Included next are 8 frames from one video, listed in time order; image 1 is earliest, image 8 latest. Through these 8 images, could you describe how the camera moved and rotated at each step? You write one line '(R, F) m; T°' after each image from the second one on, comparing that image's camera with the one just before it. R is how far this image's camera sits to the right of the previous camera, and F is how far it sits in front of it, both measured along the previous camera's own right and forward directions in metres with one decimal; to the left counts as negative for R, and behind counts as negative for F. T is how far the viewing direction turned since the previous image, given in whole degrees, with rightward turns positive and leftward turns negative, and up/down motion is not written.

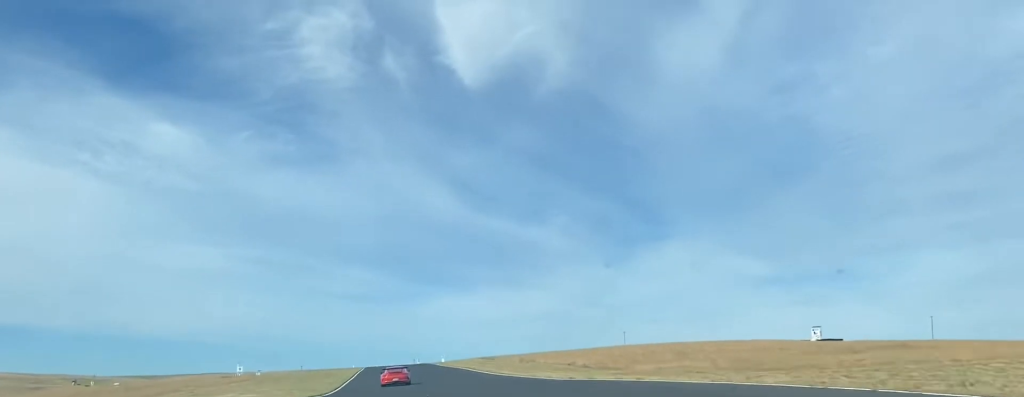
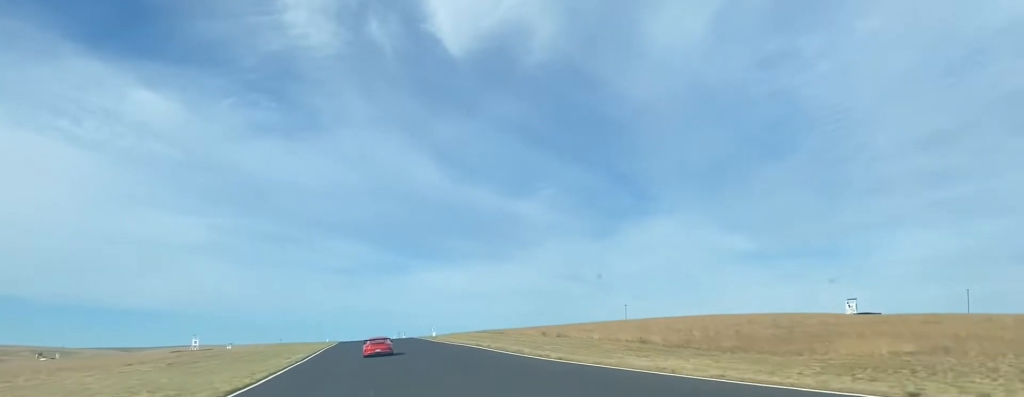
(+0.1, +29.8) m; -1°
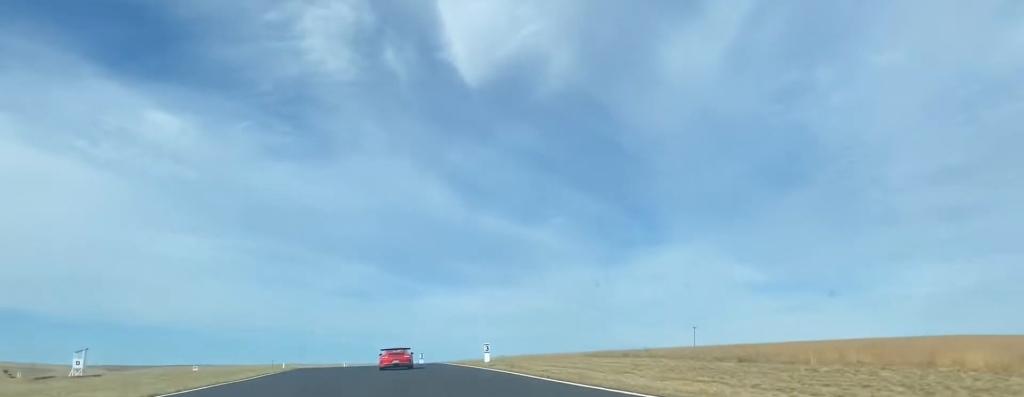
(-1.7, +68.8) m; -2°
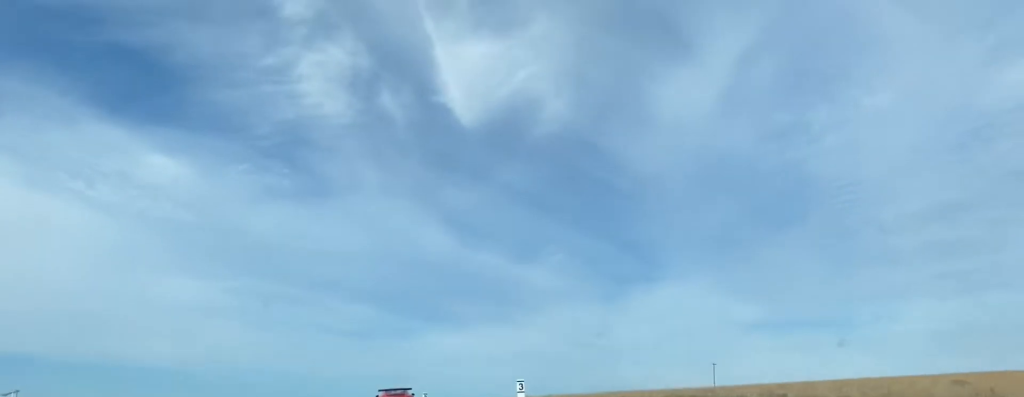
(-0.1, +18.3) m; 0°
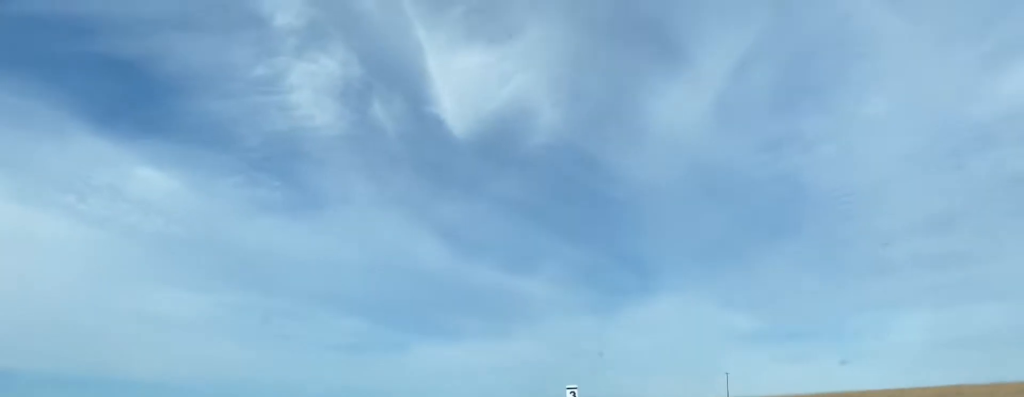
(0.0, +15.5) m; 0°
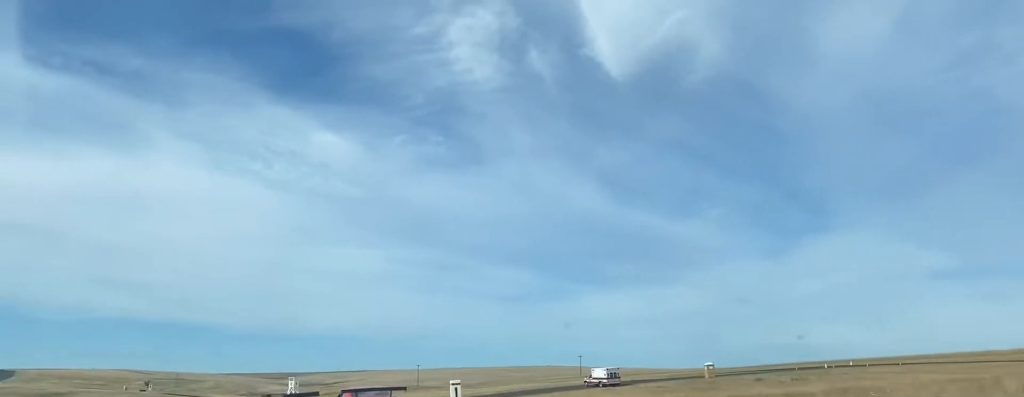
(-2.5, +68.2) m; -12°
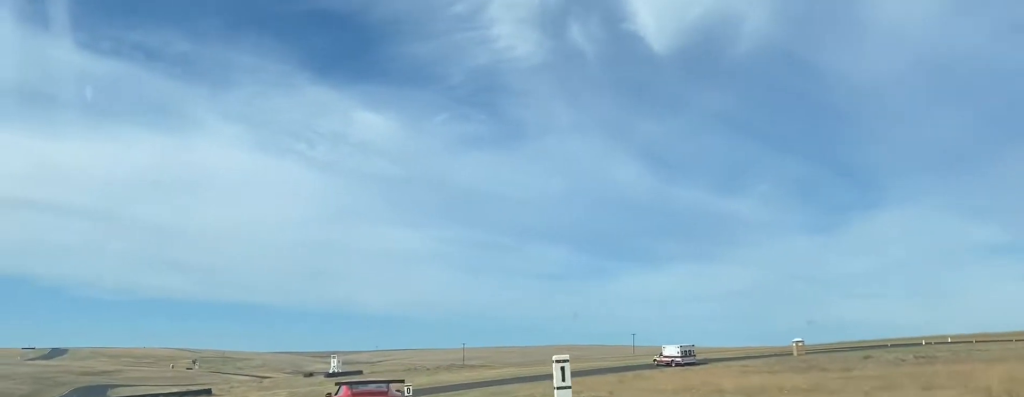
(-0.1, +12.7) m; -6°
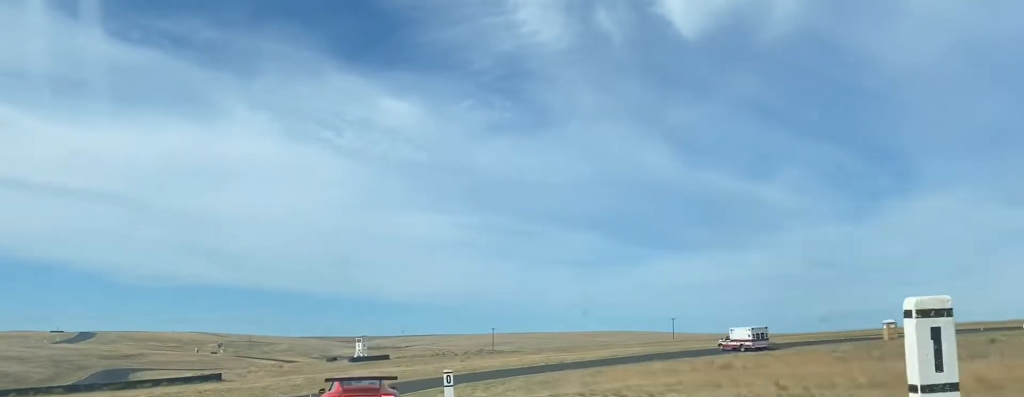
(-1.8, +12.0) m; -4°
